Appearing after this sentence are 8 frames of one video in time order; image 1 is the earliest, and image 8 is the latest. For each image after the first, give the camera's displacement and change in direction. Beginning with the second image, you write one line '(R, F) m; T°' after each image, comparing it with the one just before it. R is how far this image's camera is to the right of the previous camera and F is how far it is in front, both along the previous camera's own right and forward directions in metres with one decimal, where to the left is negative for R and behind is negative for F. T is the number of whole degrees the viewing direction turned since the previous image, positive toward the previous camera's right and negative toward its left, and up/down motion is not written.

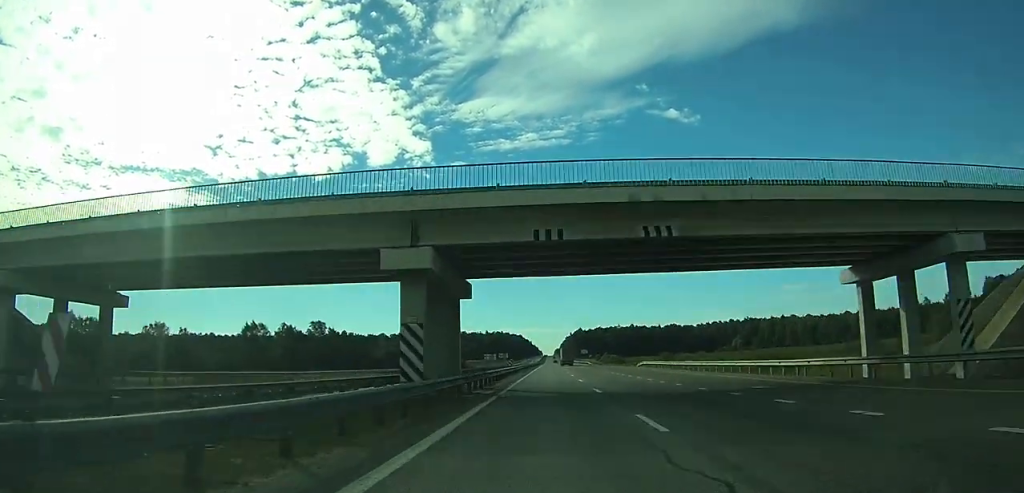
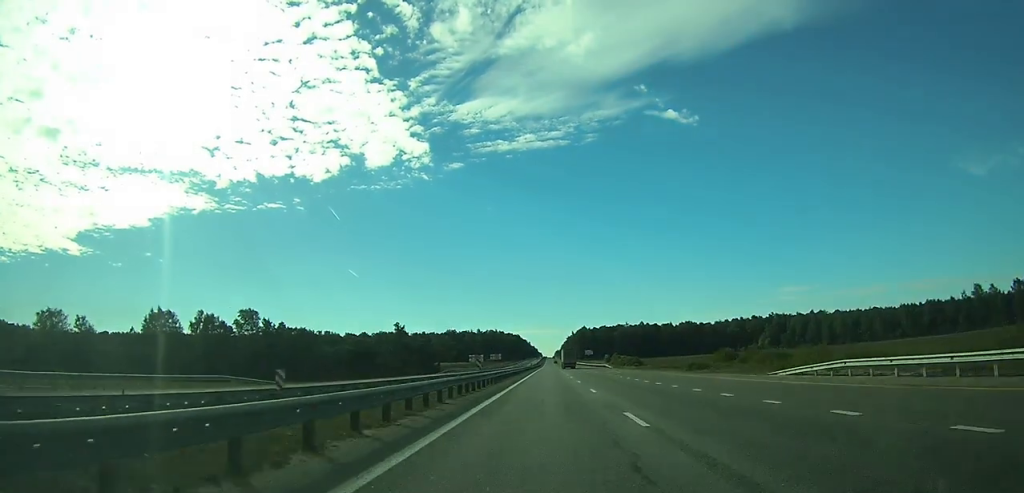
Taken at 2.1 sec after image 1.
(-0.1, +58.2) m; 0°
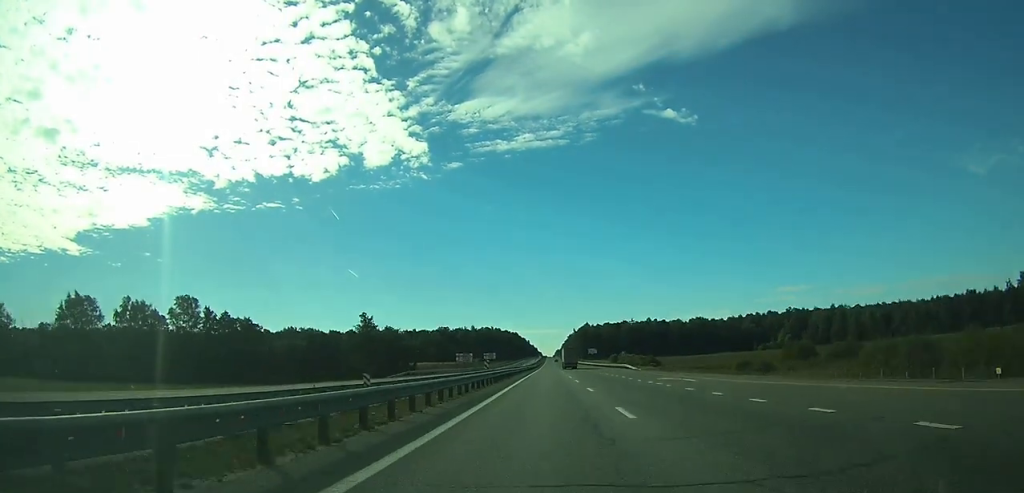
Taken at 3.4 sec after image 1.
(0.0, +33.8) m; 0°
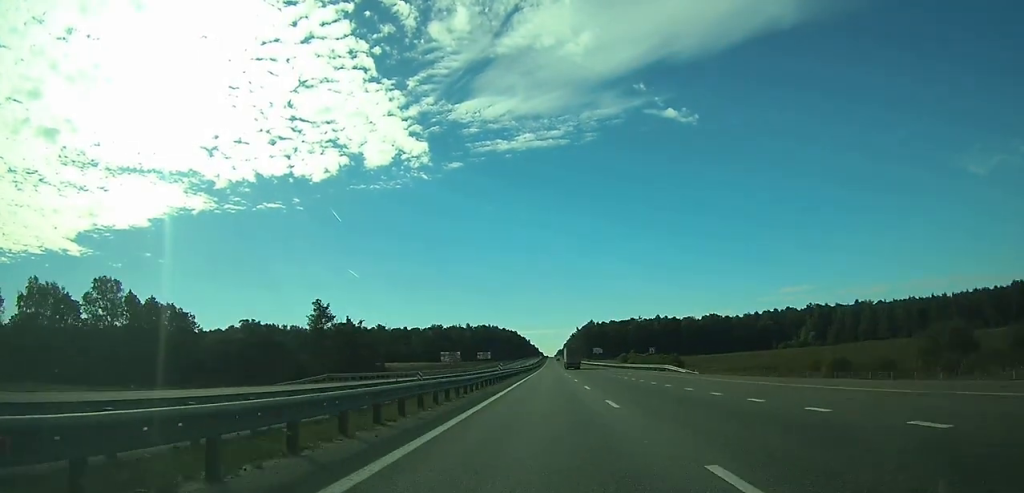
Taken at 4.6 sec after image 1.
(0.0, +31.8) m; 0°
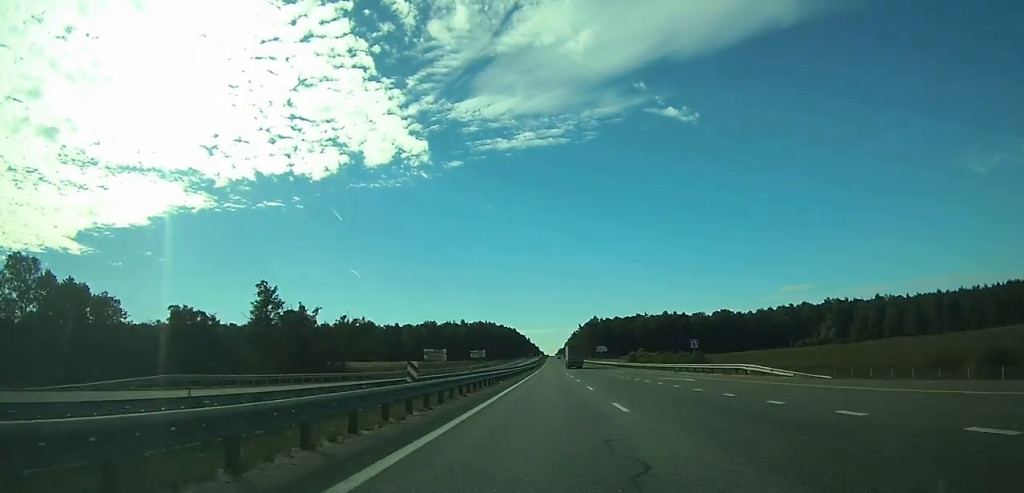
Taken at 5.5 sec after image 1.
(0.0, +24.2) m; 0°
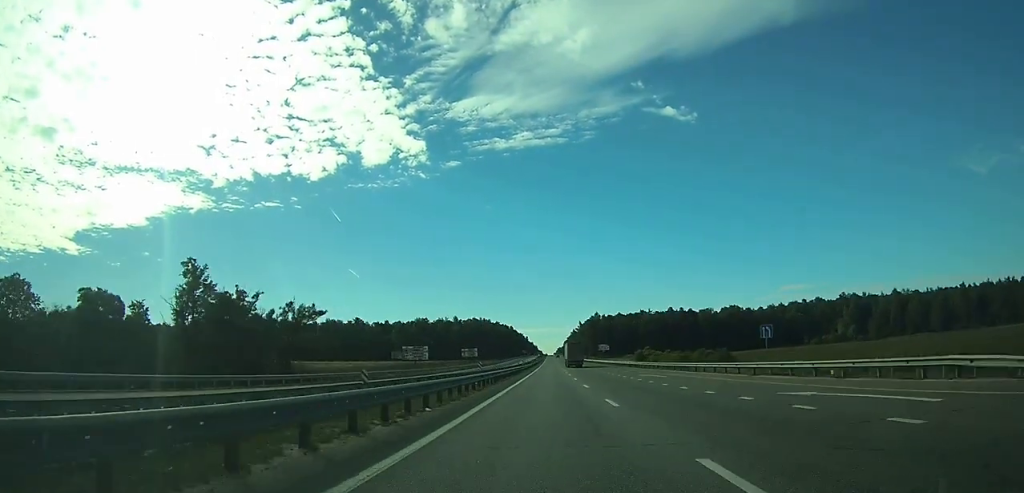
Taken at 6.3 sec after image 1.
(0.0, +20.7) m; 0°
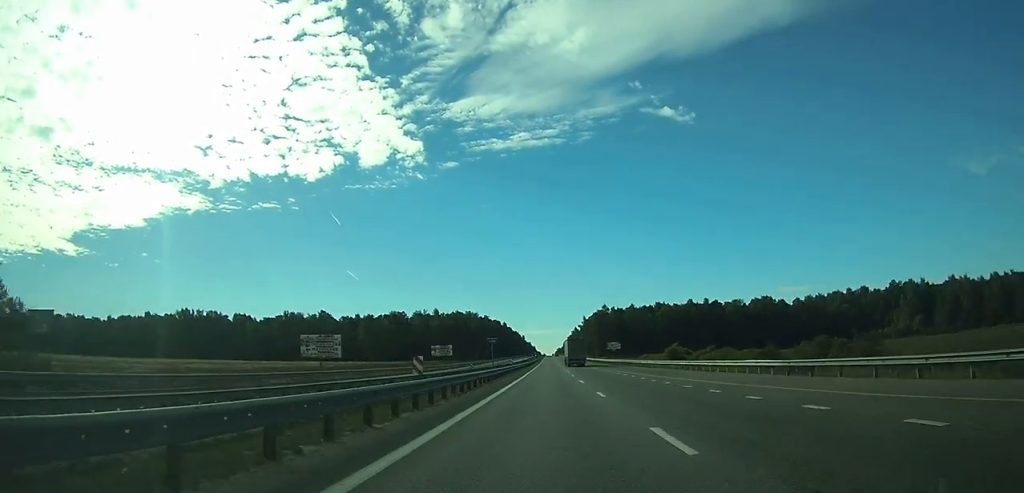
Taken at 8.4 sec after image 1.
(+0.1, +54.1) m; 0°
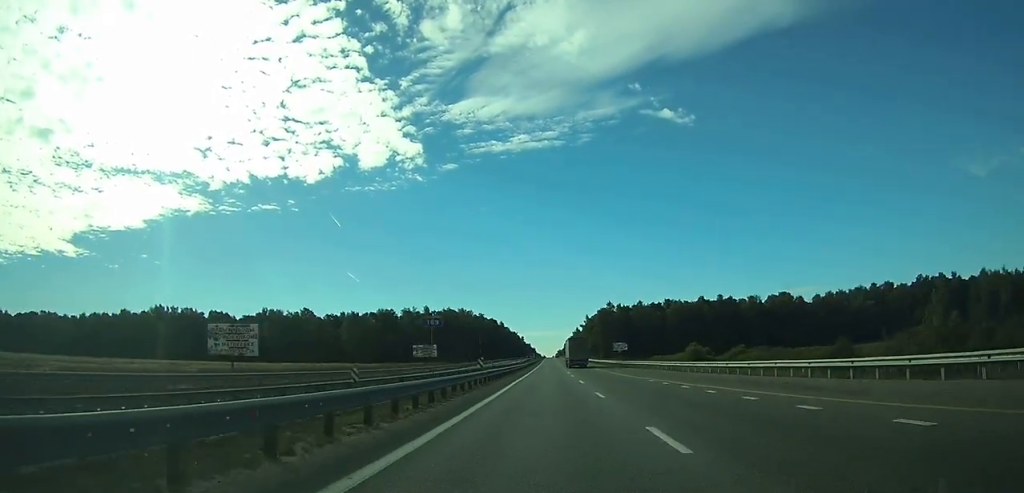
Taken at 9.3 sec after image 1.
(0.0, +24.5) m; 0°
